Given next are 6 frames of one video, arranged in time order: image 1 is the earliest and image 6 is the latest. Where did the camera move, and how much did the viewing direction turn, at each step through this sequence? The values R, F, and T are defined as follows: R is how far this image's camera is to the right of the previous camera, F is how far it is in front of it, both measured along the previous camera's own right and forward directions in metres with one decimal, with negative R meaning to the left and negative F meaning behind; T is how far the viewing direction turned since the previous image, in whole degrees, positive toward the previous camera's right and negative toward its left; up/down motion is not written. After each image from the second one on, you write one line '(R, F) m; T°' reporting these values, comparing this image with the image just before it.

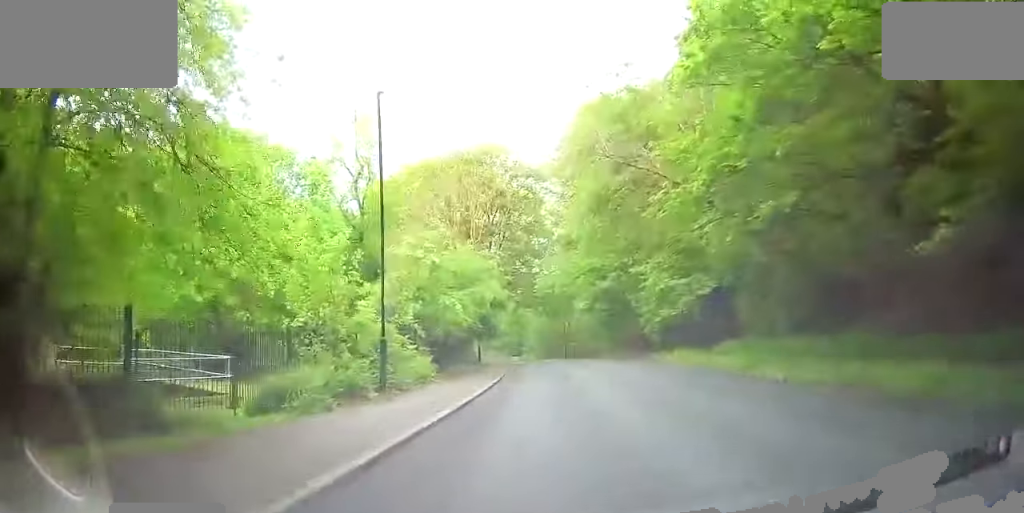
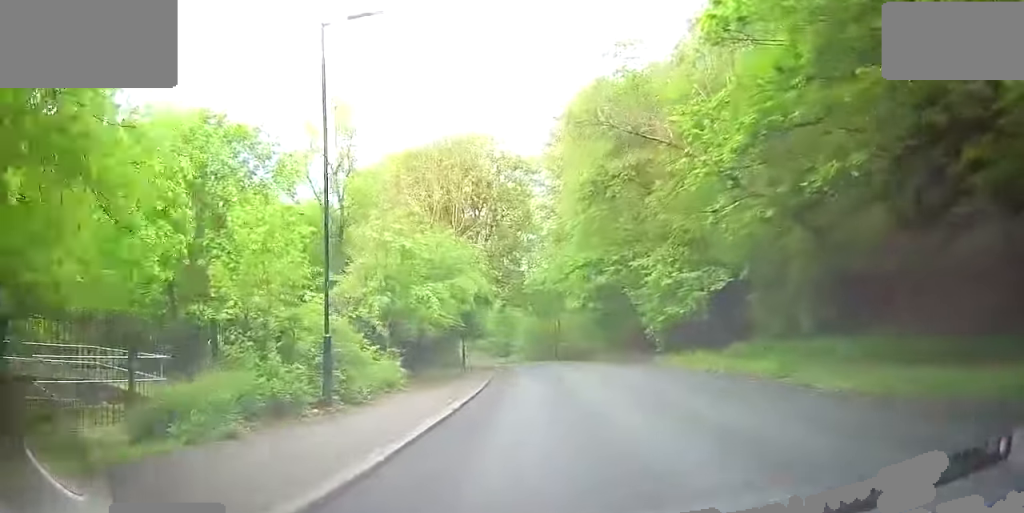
(-0.1, +3.5) m; +4°
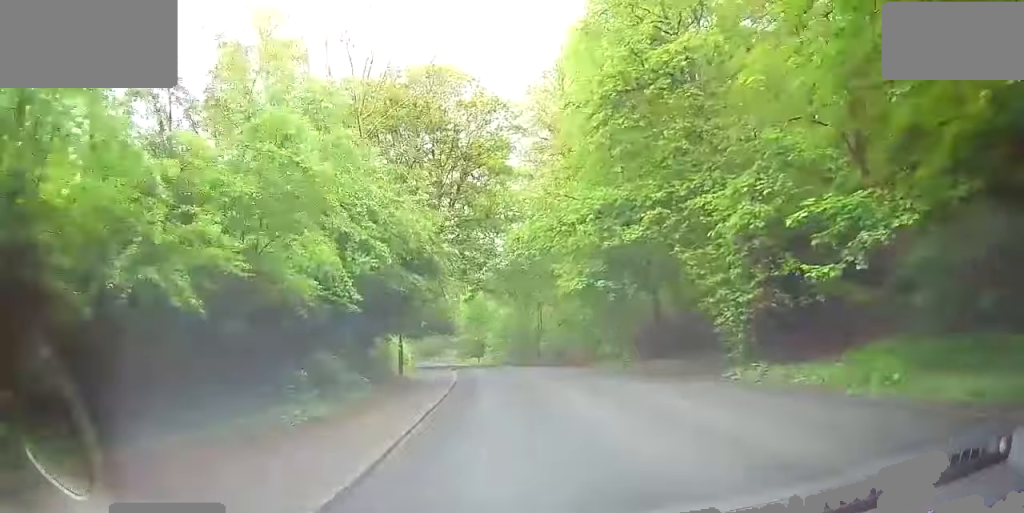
(+1.7, +14.2) m; +8°
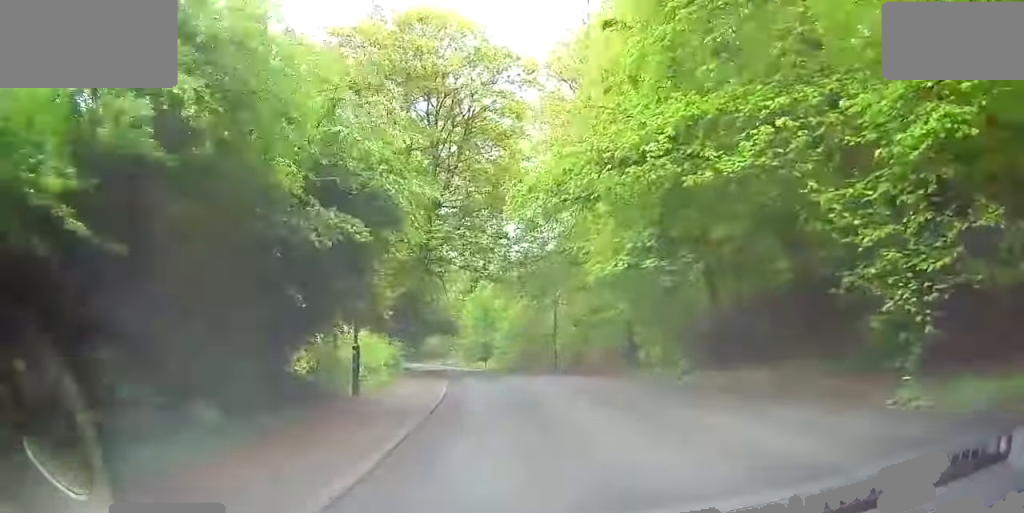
(+0.2, +8.5) m; +1°
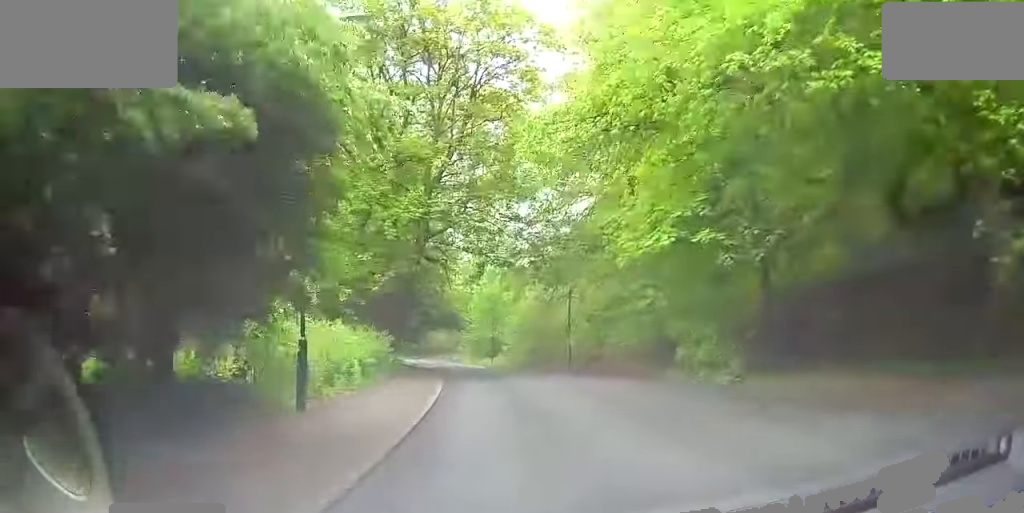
(0.0, +5.0) m; 0°
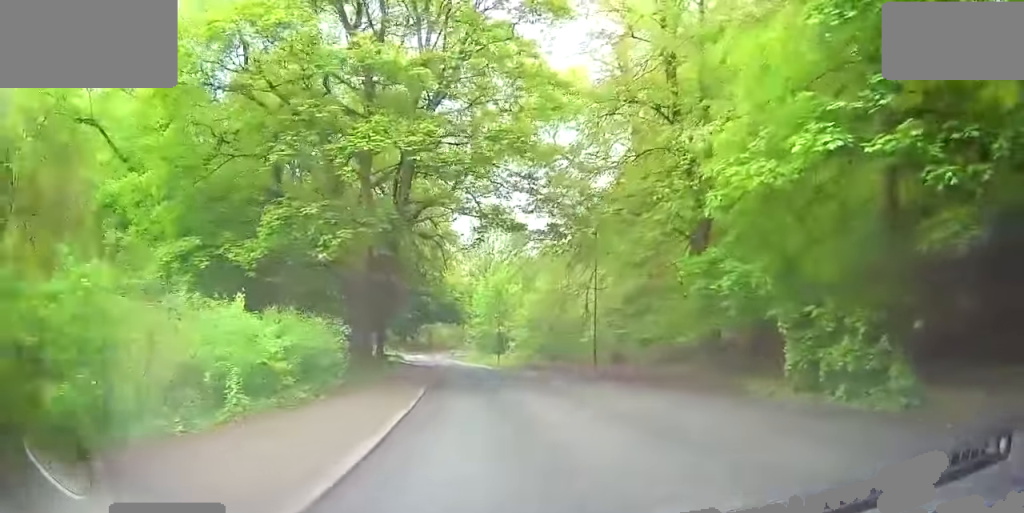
(-0.1, +8.7) m; -1°
